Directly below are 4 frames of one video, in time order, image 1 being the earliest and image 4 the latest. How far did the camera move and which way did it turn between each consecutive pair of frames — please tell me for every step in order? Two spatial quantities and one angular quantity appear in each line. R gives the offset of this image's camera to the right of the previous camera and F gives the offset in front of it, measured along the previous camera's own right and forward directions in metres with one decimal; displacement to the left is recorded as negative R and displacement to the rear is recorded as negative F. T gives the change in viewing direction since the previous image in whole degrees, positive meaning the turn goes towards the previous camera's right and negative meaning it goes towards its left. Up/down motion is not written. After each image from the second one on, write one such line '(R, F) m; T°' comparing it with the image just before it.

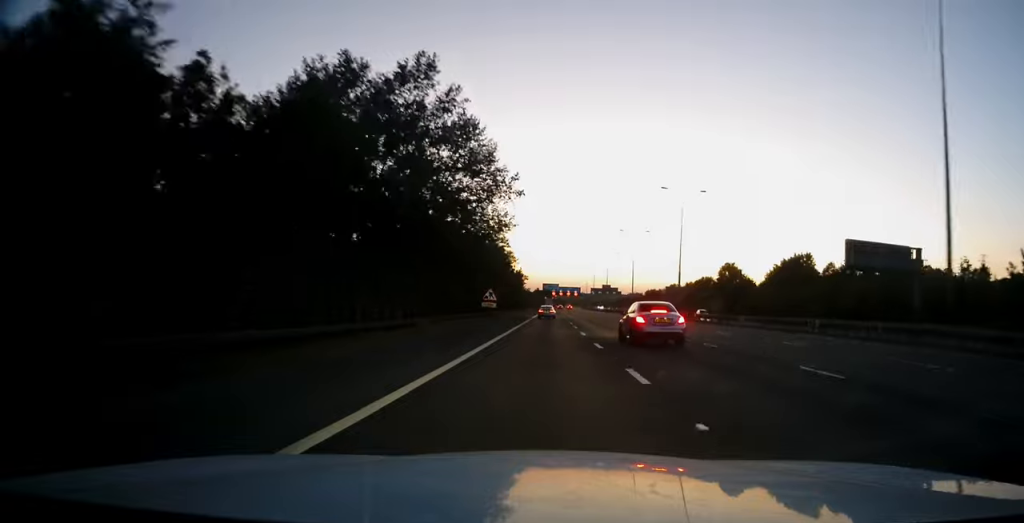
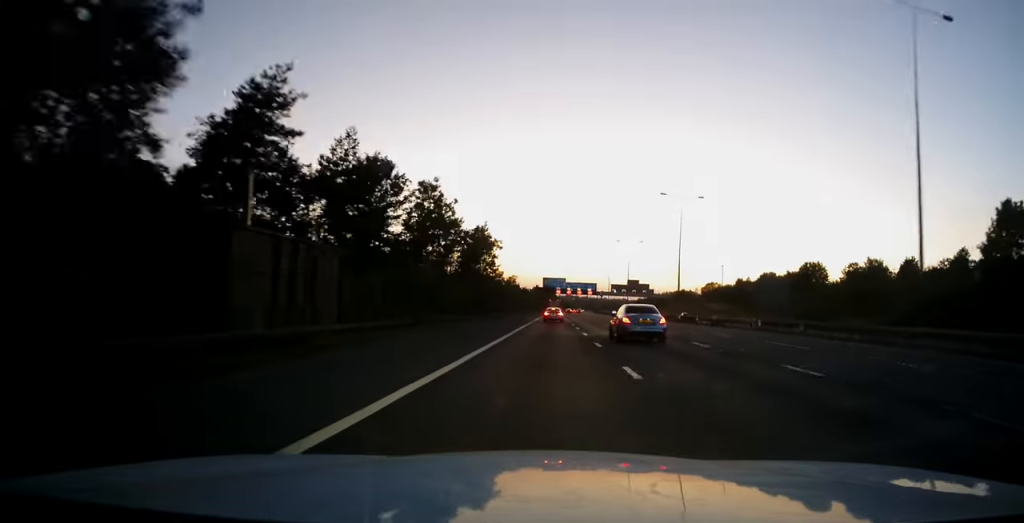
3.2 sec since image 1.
(0.0, +87.9) m; 0°
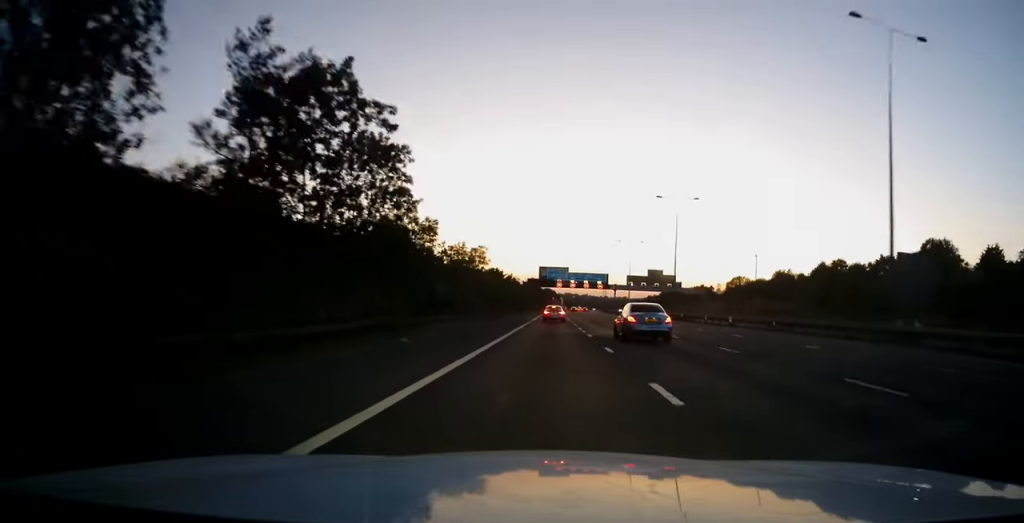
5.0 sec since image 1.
(-0.1, +47.4) m; 0°
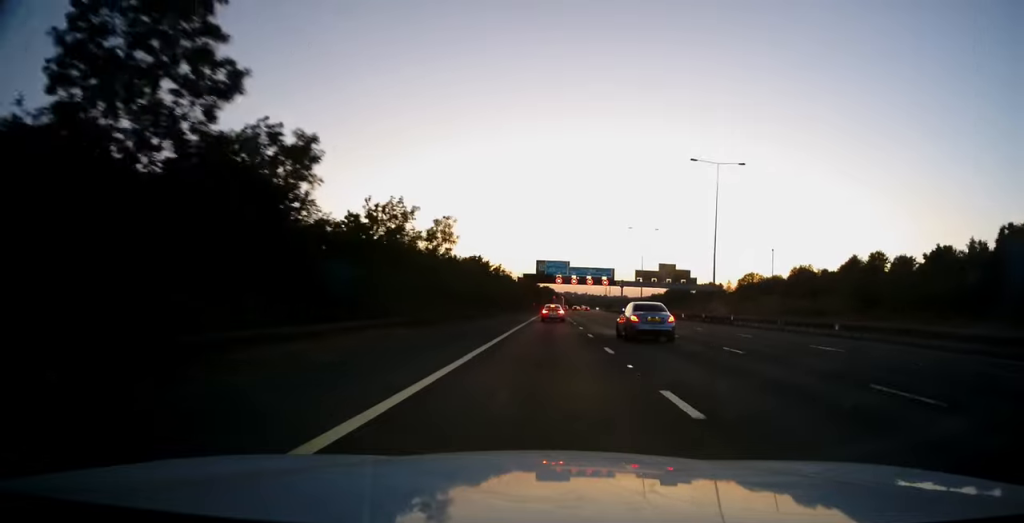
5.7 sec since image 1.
(-0.2, +18.4) m; 0°
